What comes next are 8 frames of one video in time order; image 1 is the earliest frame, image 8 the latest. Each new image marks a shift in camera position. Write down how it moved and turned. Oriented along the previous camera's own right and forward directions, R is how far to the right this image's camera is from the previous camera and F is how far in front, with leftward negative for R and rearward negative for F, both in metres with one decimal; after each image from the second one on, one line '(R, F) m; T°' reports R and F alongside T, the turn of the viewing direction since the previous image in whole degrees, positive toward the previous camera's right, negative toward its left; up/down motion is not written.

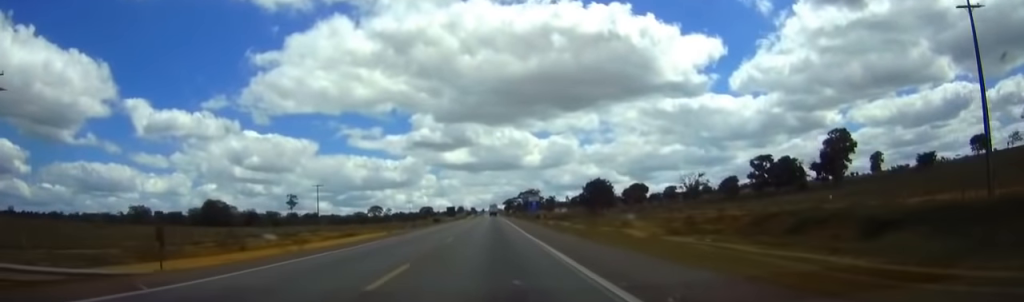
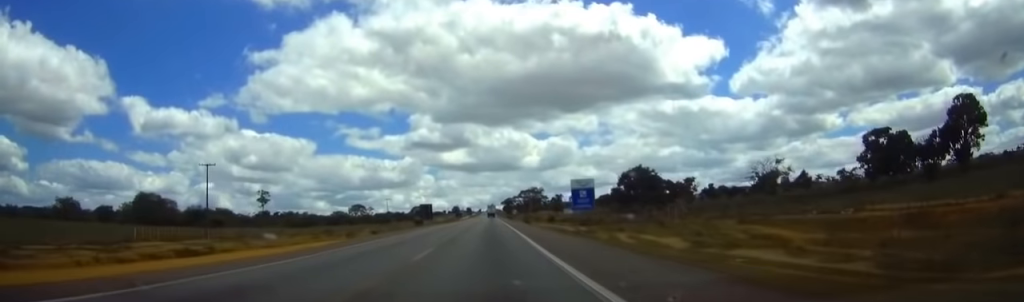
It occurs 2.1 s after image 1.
(+0.2, +55.0) m; 0°
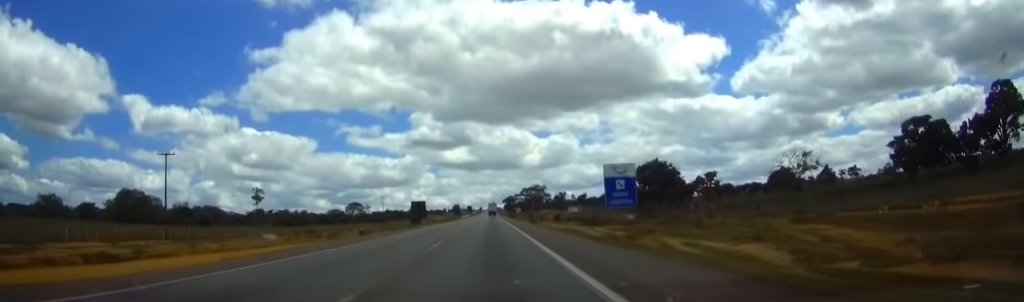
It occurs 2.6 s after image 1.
(0.0, +12.3) m; 0°
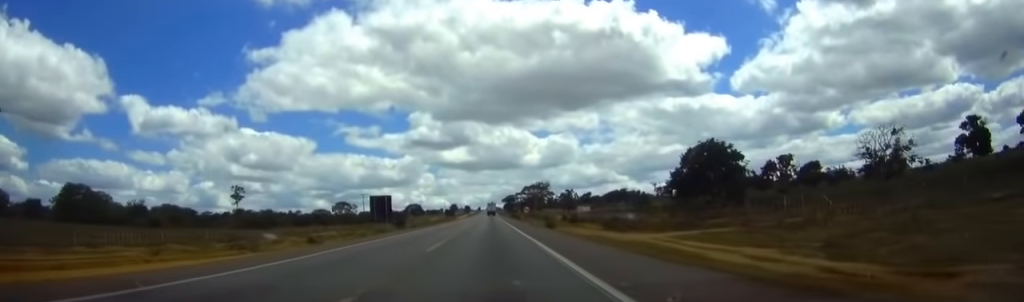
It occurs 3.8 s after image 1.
(-0.1, +31.6) m; 0°
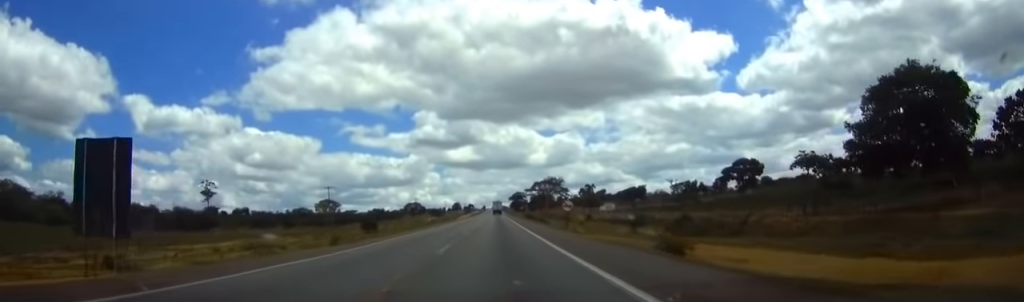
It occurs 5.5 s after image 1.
(-0.1, +46.8) m; 0°
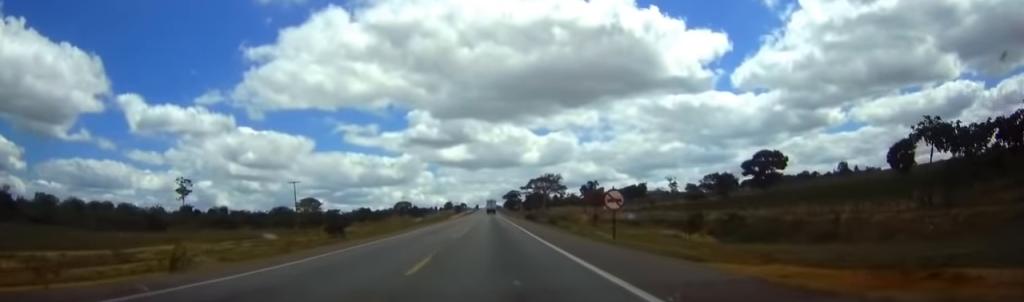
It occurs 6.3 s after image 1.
(+0.1, +21.3) m; 0°
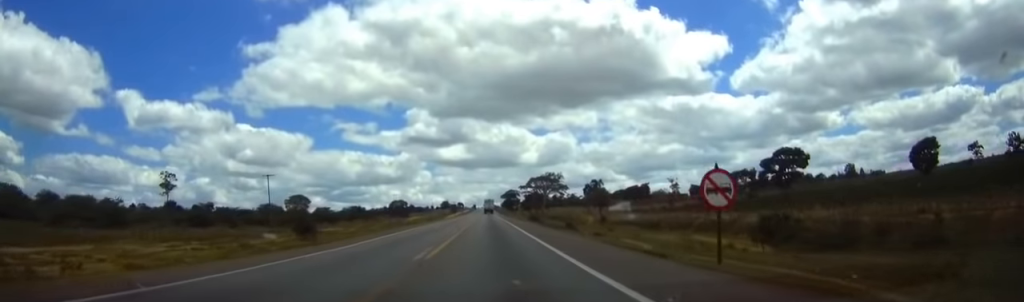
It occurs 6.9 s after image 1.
(0.0, +14.2) m; 0°
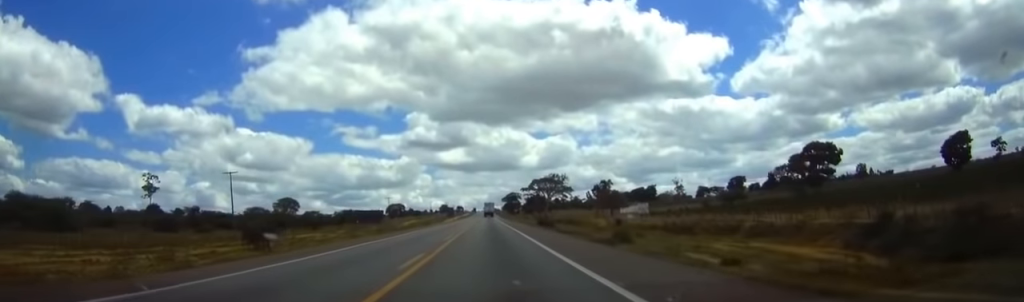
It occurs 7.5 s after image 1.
(0.0, +16.9) m; 0°
